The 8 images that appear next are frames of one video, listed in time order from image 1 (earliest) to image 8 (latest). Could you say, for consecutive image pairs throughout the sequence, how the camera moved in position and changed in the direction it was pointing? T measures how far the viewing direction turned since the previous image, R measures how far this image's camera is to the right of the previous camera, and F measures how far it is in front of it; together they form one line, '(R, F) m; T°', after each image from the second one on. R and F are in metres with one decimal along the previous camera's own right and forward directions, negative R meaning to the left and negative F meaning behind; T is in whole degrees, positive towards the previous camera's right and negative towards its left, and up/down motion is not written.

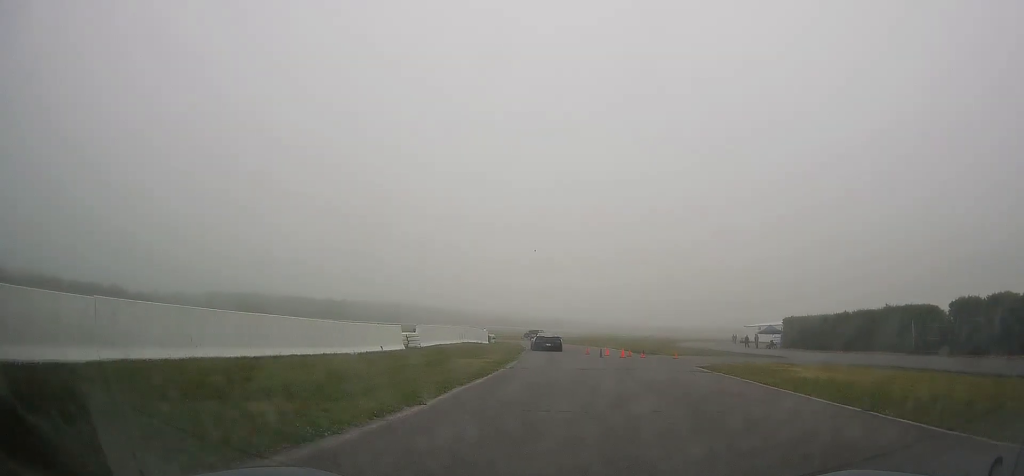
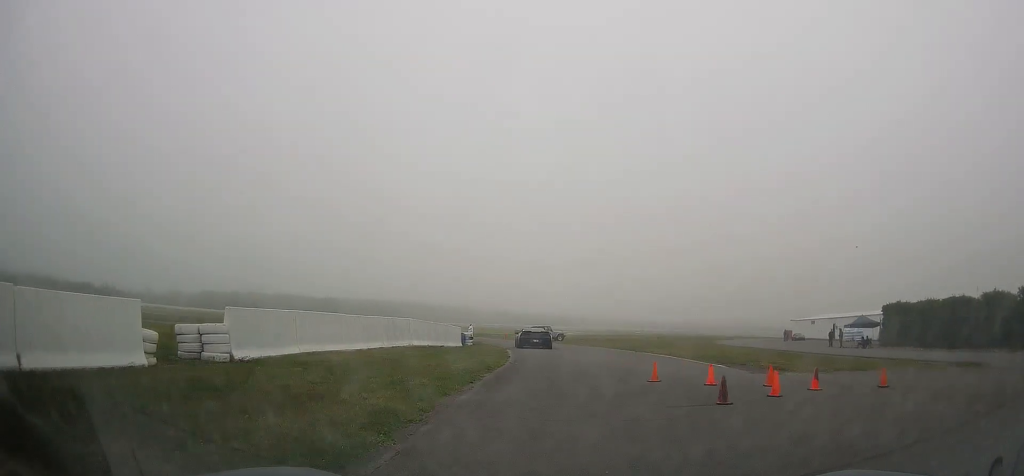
(-0.5, +21.8) m; 0°
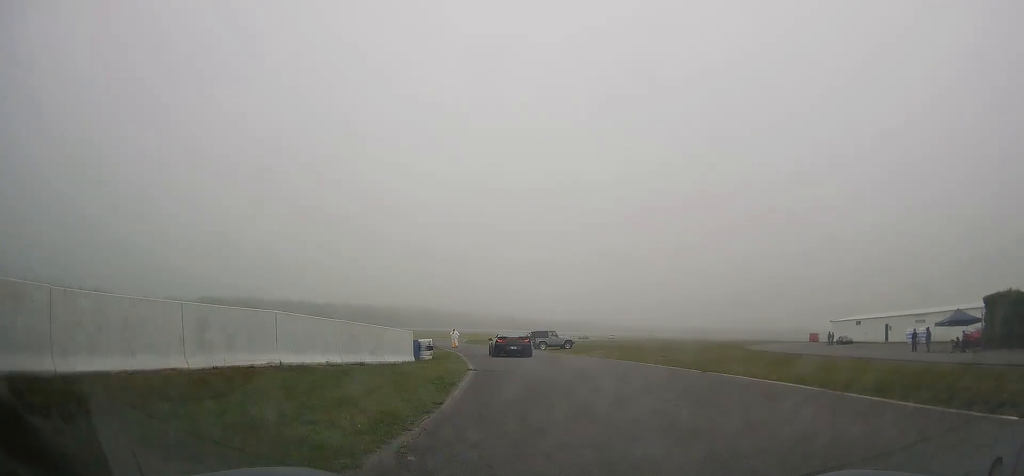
(+0.1, +14.1) m; -1°
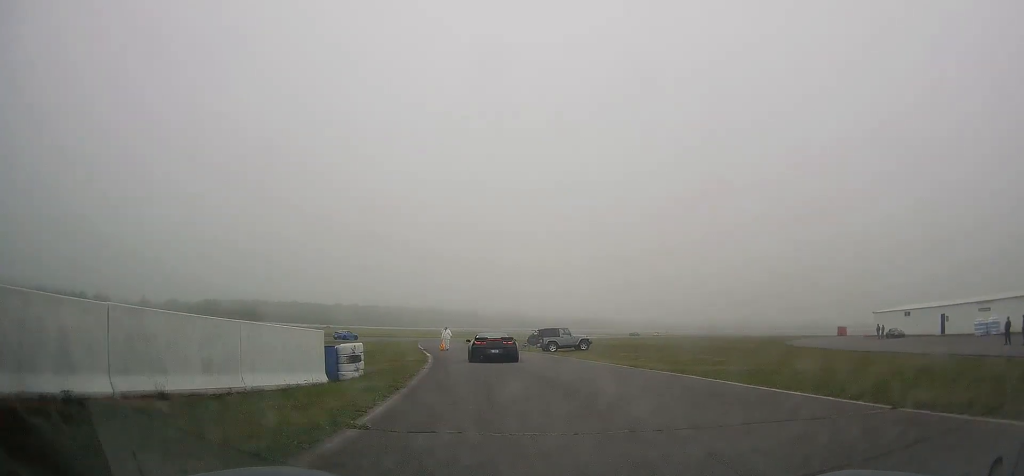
(-0.3, +10.9) m; -3°
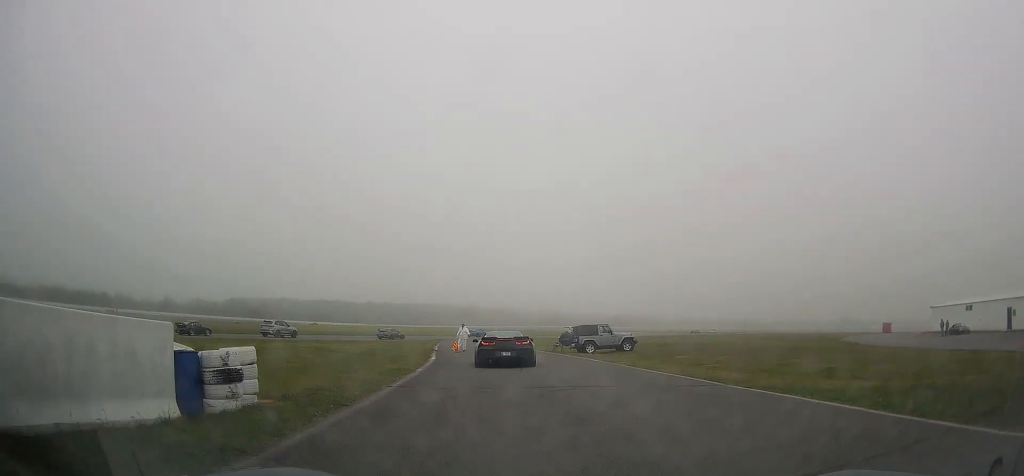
(-0.2, +7.8) m; -3°
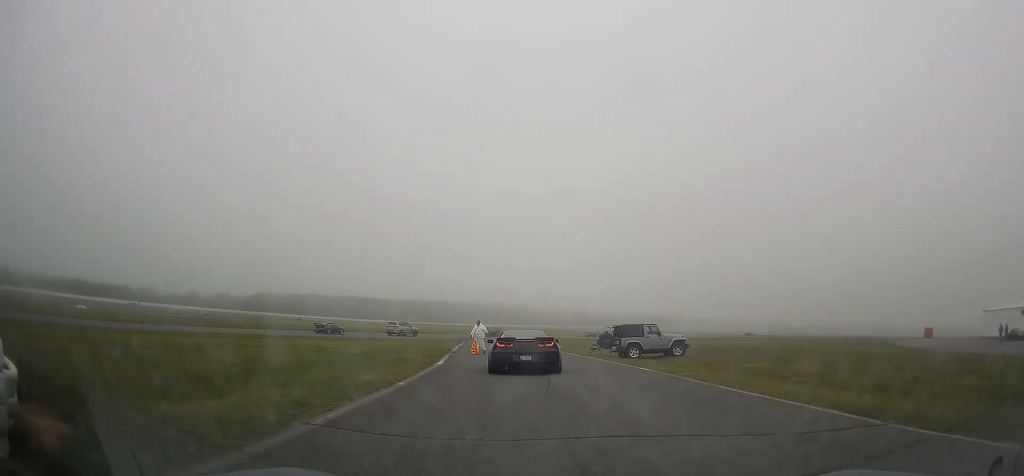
(-0.1, +6.0) m; 0°
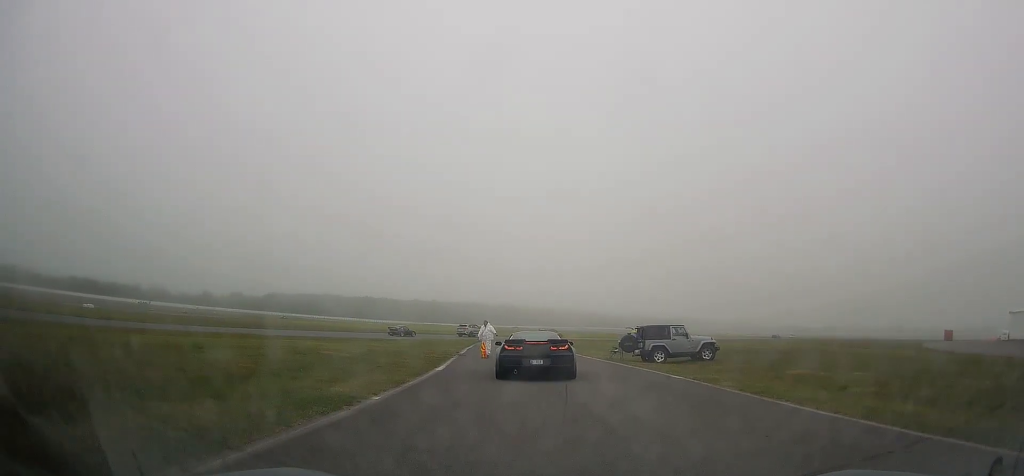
(-0.1, +3.3) m; 0°
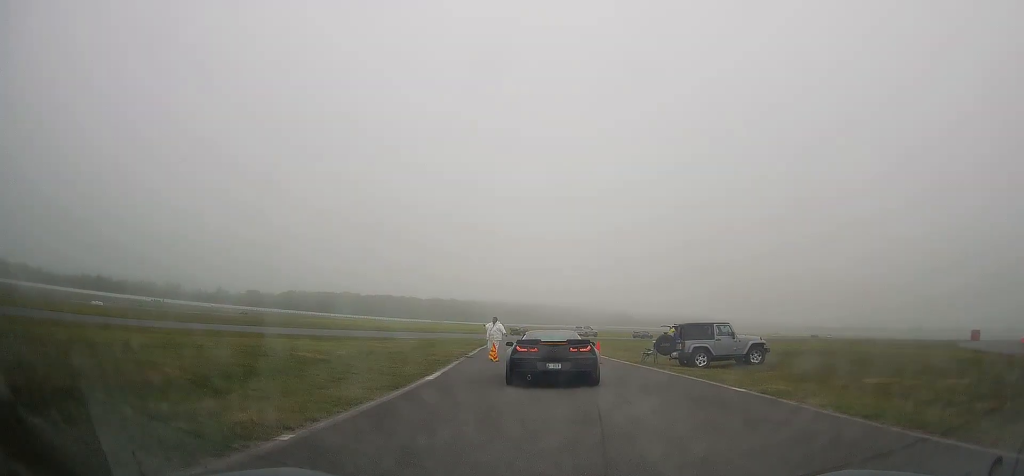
(+0.2, +4.8) m; -4°
